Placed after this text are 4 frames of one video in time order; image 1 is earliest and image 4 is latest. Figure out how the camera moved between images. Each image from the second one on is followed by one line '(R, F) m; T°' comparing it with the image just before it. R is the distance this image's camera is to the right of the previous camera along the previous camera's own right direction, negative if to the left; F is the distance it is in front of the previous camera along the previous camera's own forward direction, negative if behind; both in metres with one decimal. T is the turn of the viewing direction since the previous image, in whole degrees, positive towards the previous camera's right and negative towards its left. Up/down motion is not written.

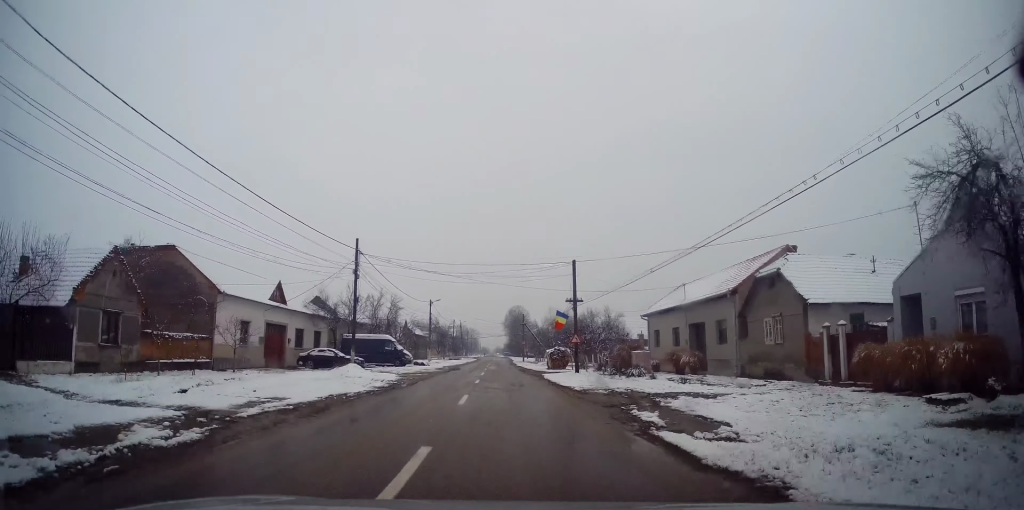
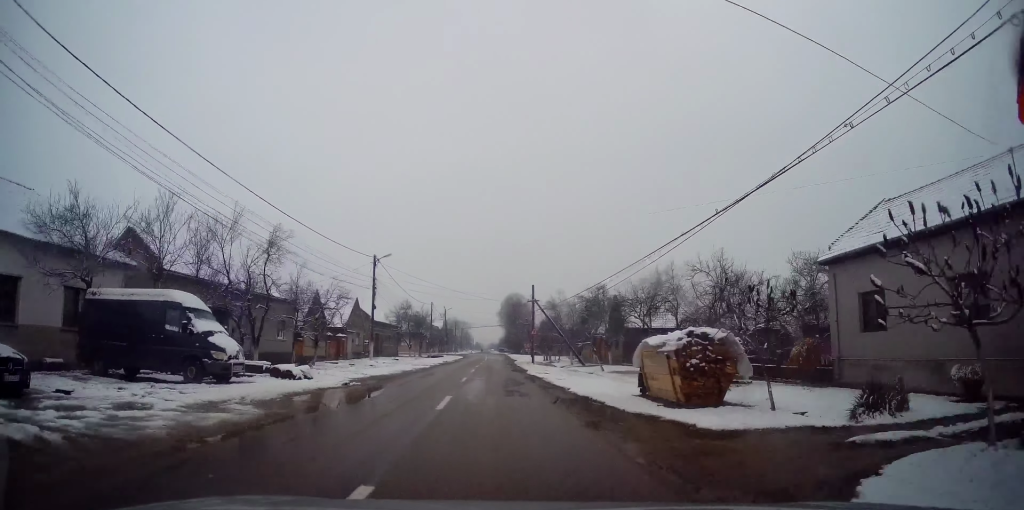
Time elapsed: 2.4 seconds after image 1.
(-0.7, +28.3) m; -1°
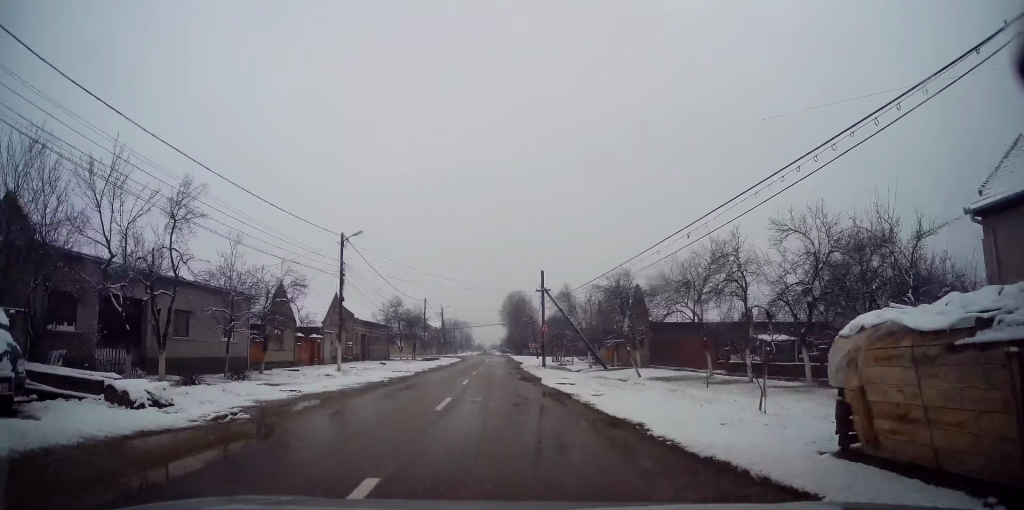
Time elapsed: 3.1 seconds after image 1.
(+0.3, +8.5) m; +2°
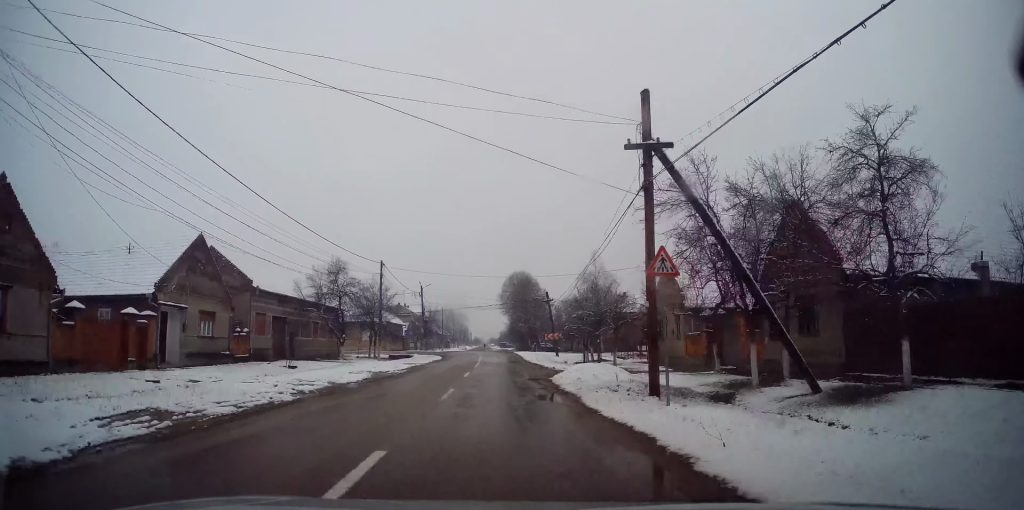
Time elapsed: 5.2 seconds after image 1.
(-0.2, +25.2) m; -1°
